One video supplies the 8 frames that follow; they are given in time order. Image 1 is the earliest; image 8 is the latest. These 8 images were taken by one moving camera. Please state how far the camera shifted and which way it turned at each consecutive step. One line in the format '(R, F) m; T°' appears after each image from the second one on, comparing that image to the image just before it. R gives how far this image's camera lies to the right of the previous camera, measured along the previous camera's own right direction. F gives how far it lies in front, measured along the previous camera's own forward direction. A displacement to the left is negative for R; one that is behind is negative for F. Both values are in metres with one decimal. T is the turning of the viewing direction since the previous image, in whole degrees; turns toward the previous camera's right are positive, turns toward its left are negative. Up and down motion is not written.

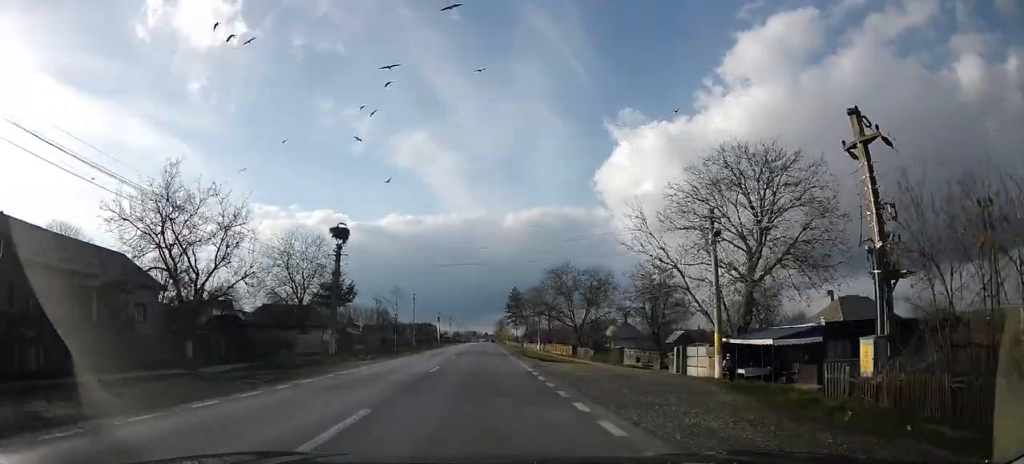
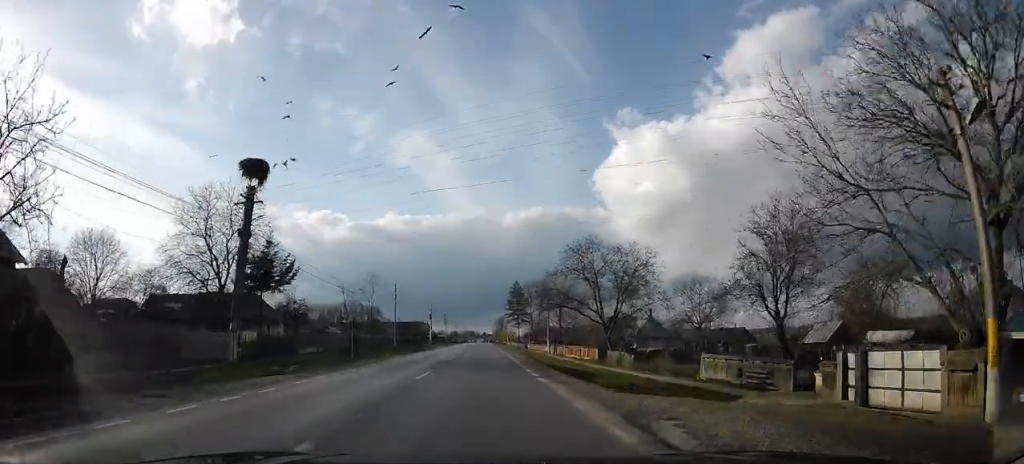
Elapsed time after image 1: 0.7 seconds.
(0.0, +15.1) m; 0°
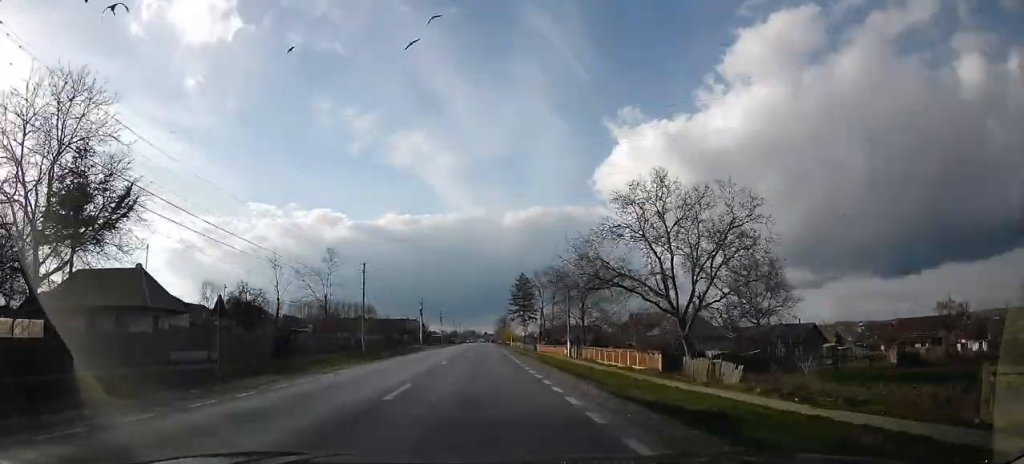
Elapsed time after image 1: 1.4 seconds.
(0.0, +17.3) m; +2°
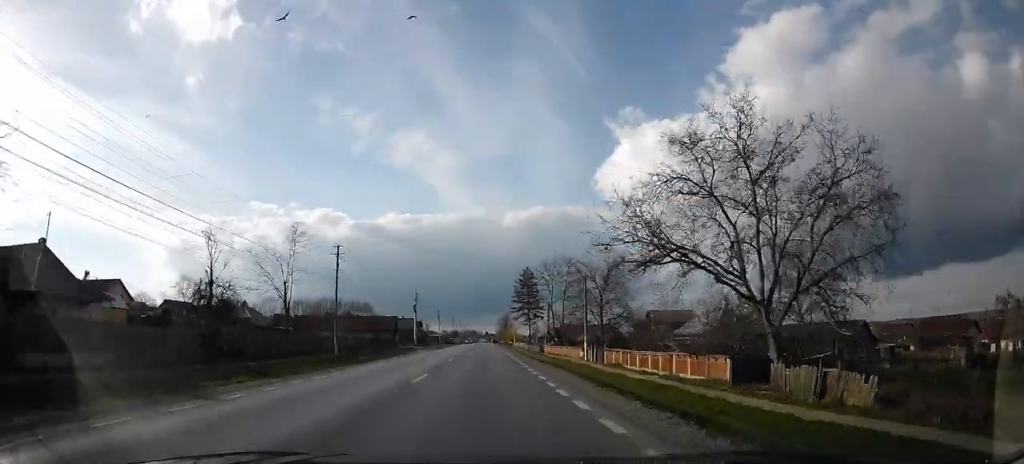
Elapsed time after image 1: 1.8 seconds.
(0.0, +9.0) m; +1°
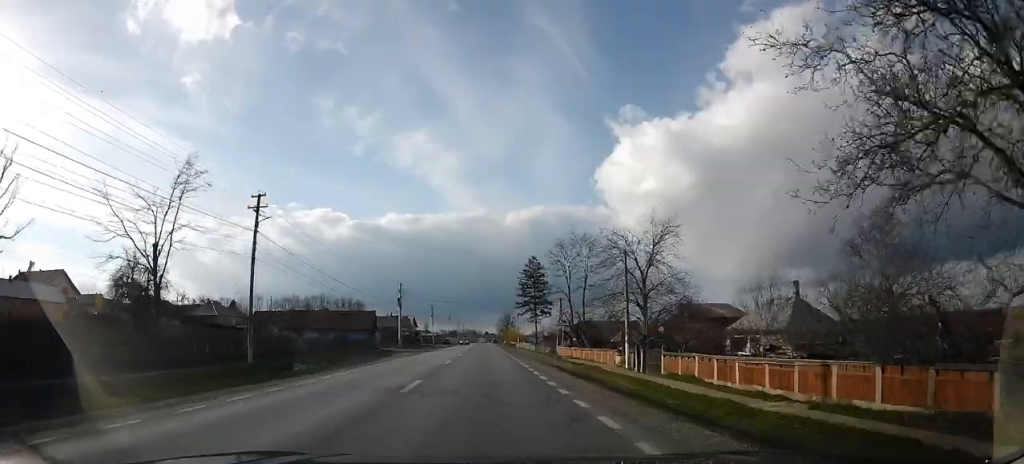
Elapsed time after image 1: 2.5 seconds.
(+0.6, +14.2) m; 0°
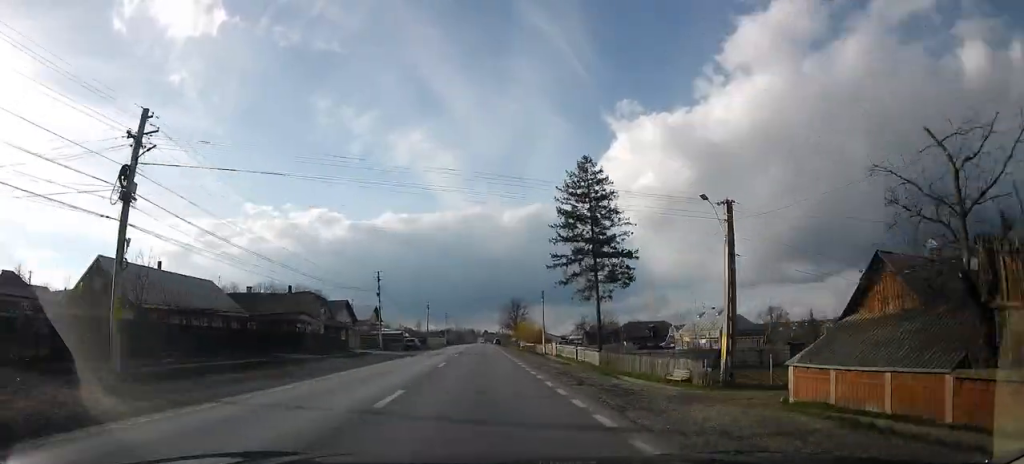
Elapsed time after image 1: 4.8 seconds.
(-3.6, +51.2) m; -7°
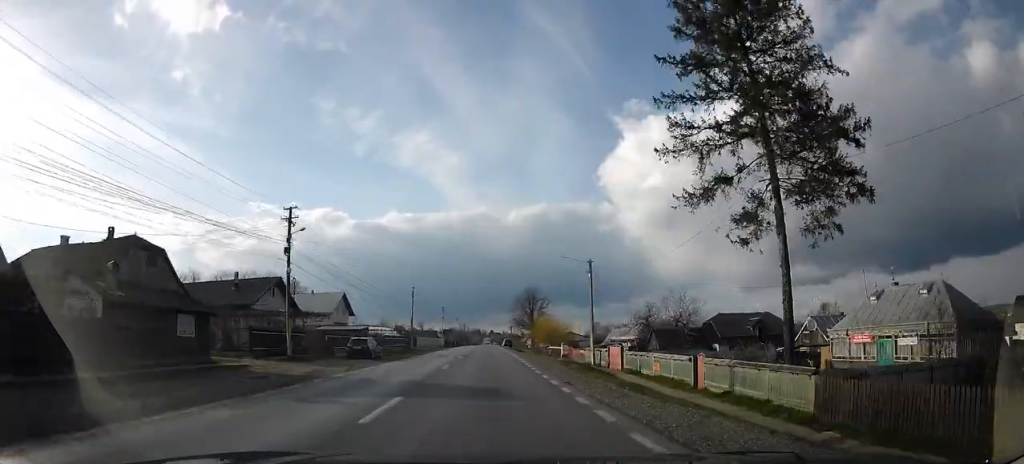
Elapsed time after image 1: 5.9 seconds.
(+0.4, +26.0) m; +2°
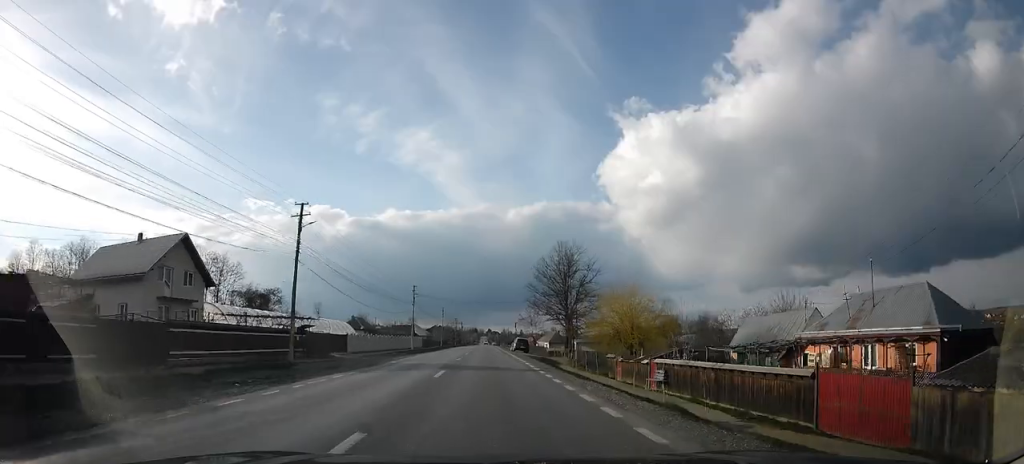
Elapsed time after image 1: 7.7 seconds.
(0.0, +40.3) m; +2°
